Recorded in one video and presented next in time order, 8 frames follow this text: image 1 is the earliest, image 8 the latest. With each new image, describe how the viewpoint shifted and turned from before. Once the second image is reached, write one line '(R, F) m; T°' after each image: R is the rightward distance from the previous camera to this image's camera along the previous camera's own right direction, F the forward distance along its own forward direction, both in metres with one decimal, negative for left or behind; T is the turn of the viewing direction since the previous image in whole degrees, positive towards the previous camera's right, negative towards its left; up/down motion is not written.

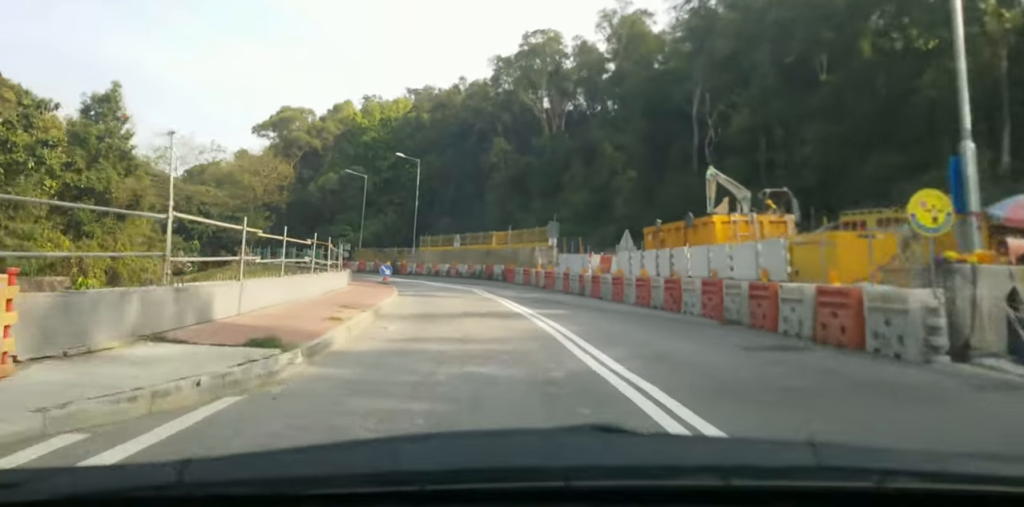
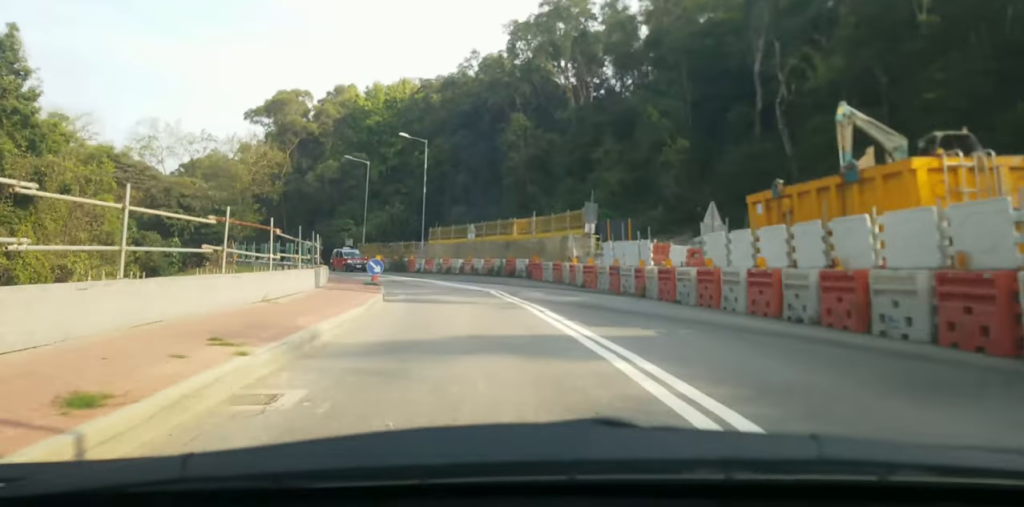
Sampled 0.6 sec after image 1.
(-0.1, +9.1) m; 0°
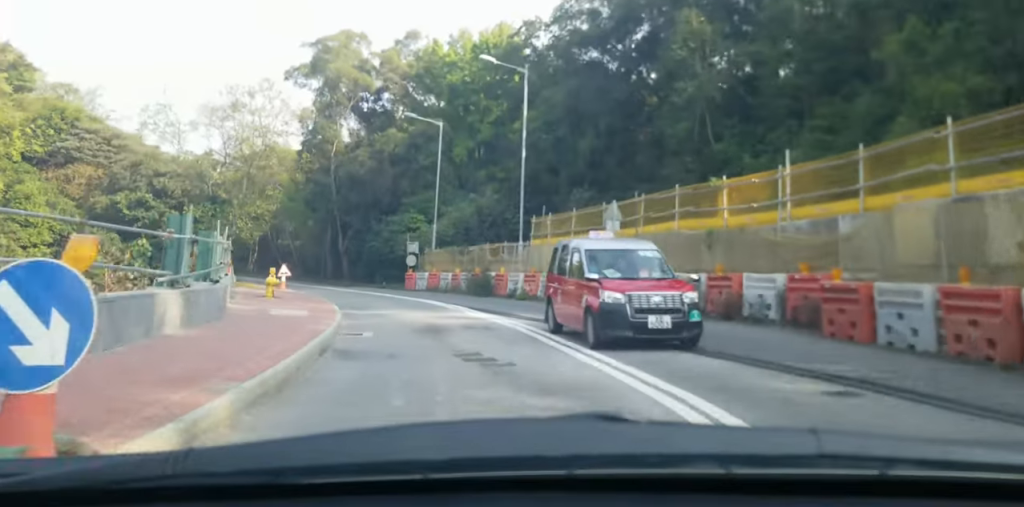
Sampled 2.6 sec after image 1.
(-0.9, +27.1) m; -10°
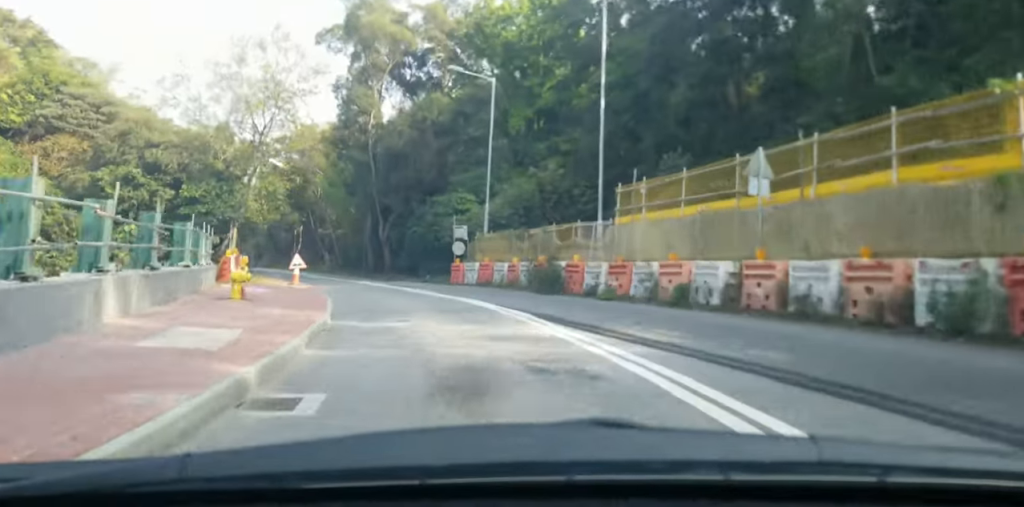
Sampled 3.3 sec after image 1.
(-0.9, +9.0) m; -6°
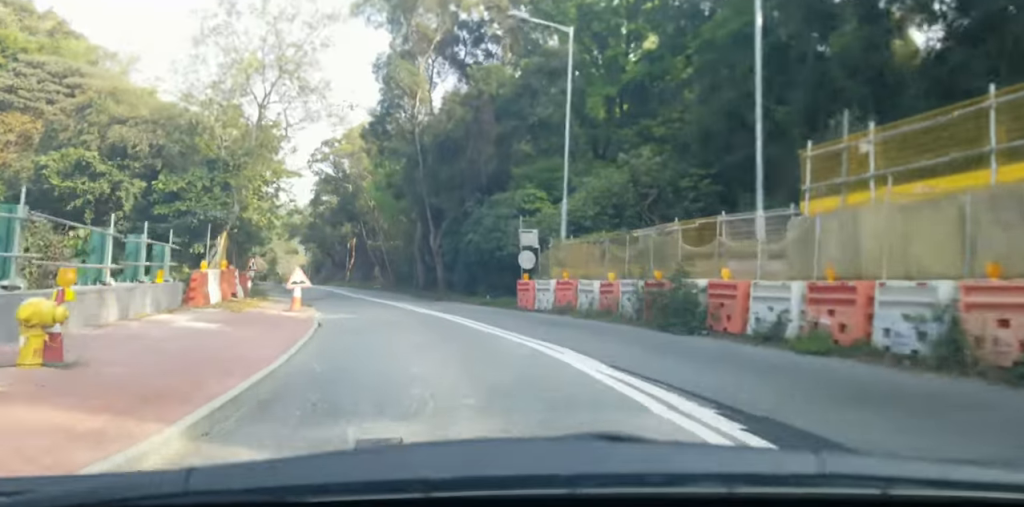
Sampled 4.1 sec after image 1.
(-0.1, +10.2) m; -4°
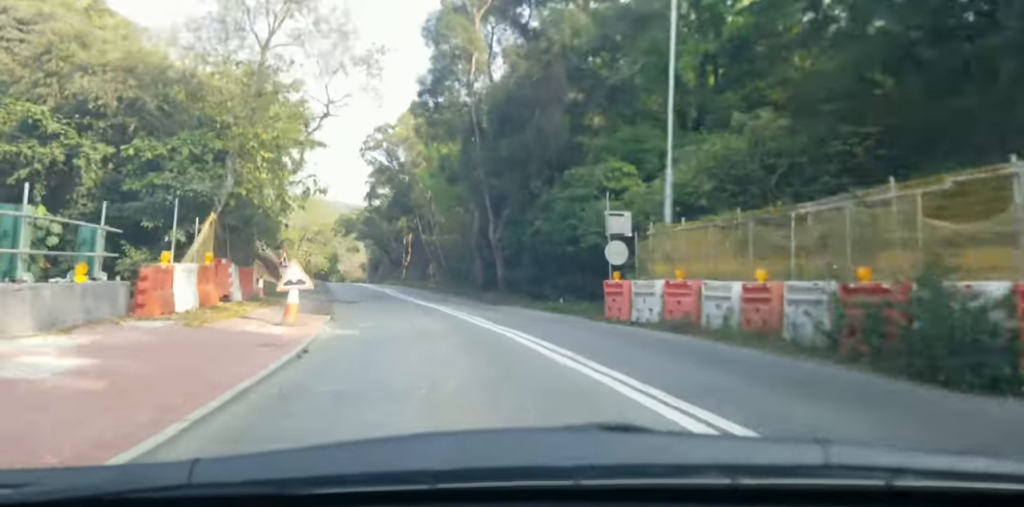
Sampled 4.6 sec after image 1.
(-0.3, +7.1) m; -3°
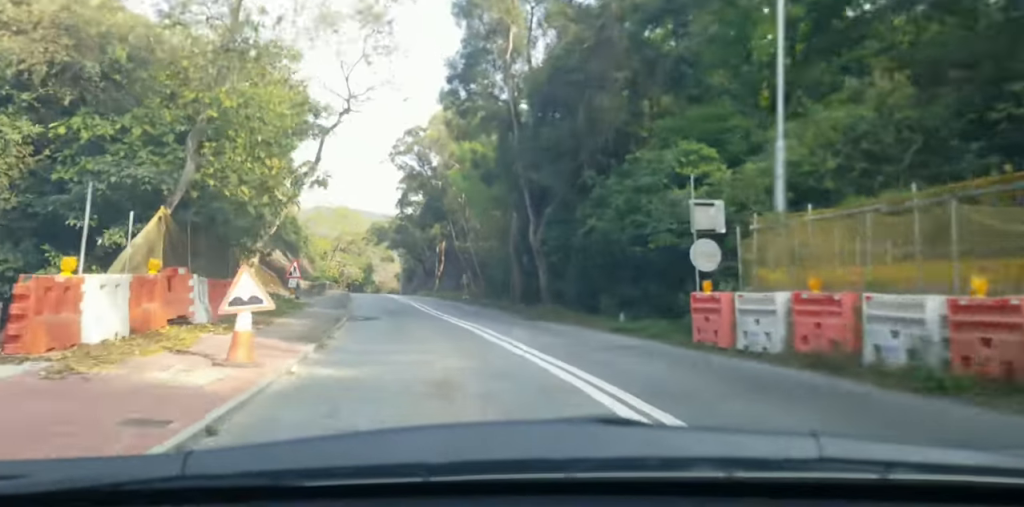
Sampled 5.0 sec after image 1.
(-0.2, +5.1) m; -2°
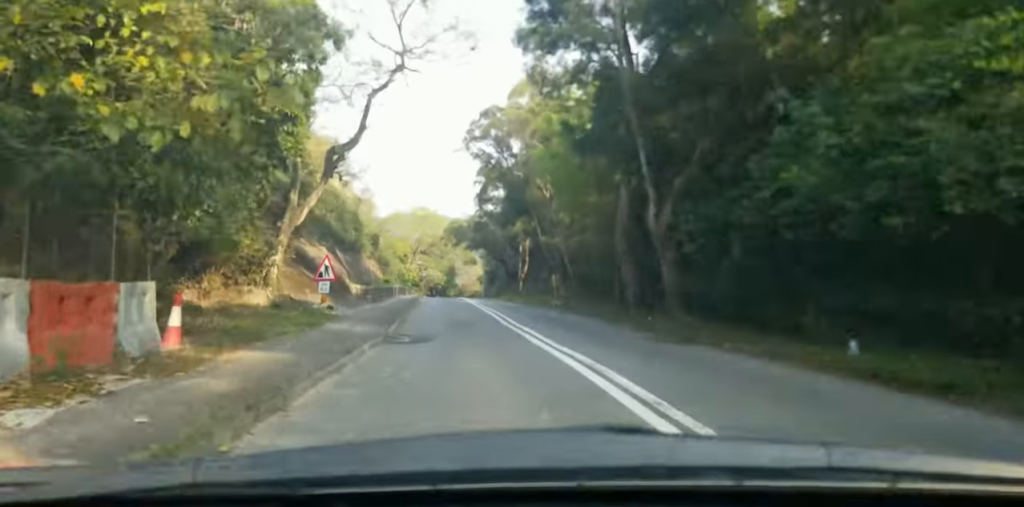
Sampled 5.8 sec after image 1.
(-0.3, +9.2) m; -3°
